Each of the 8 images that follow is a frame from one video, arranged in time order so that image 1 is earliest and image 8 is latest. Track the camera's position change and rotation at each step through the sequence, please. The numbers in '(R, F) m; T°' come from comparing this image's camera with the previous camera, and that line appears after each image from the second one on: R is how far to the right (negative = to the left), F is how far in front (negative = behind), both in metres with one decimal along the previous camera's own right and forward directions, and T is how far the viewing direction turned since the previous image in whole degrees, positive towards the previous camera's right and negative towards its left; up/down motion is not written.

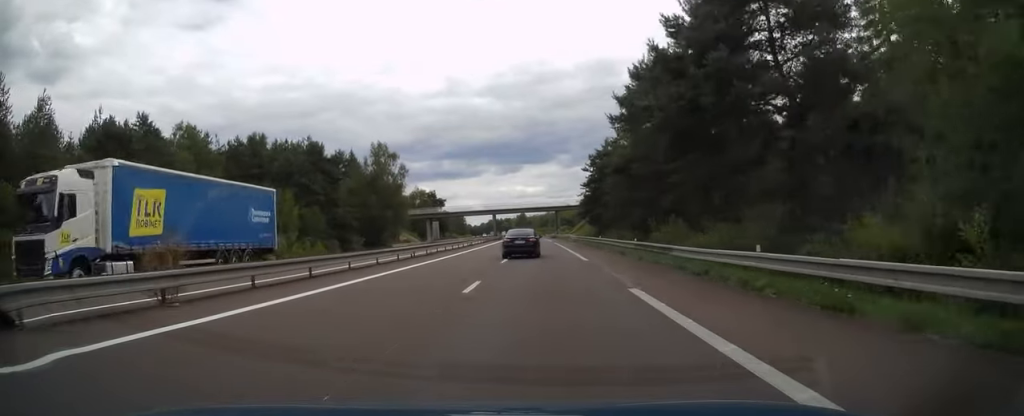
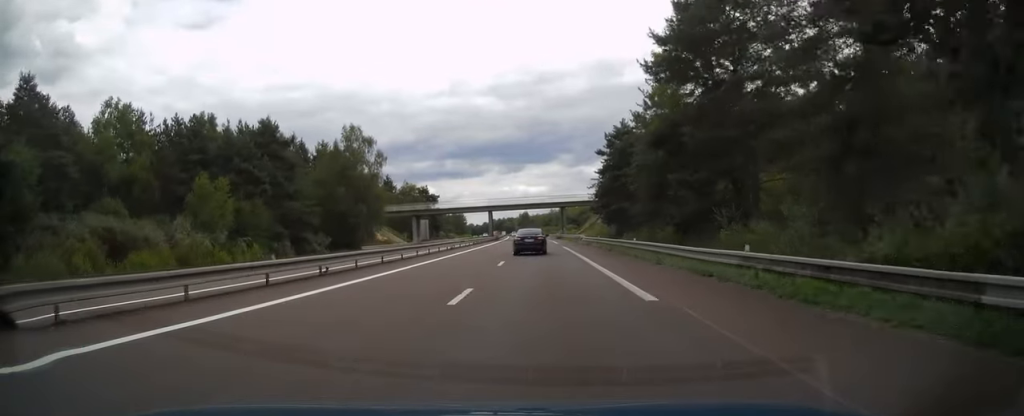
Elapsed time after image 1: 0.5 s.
(0.0, +15.2) m; -1°
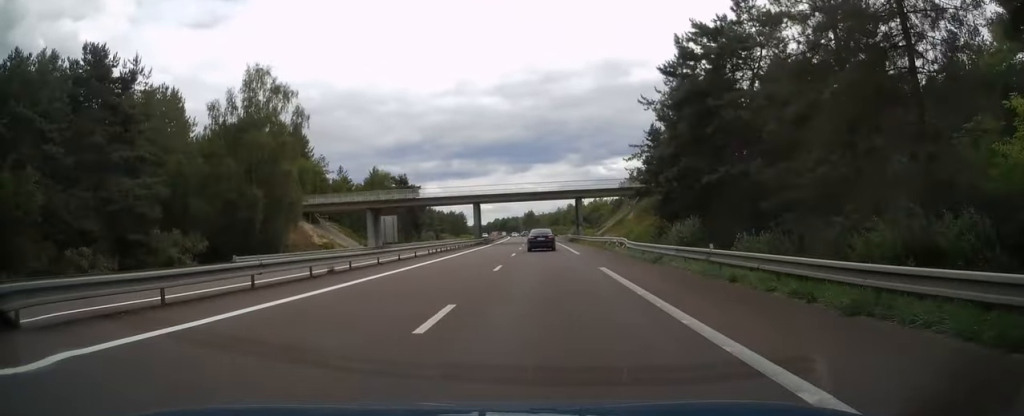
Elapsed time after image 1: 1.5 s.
(-0.3, +28.9) m; -1°
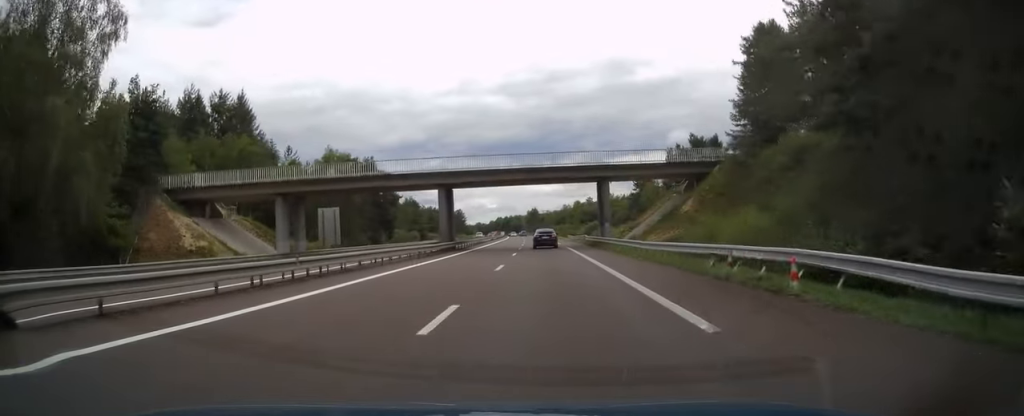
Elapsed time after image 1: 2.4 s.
(-0.1, +25.9) m; 0°
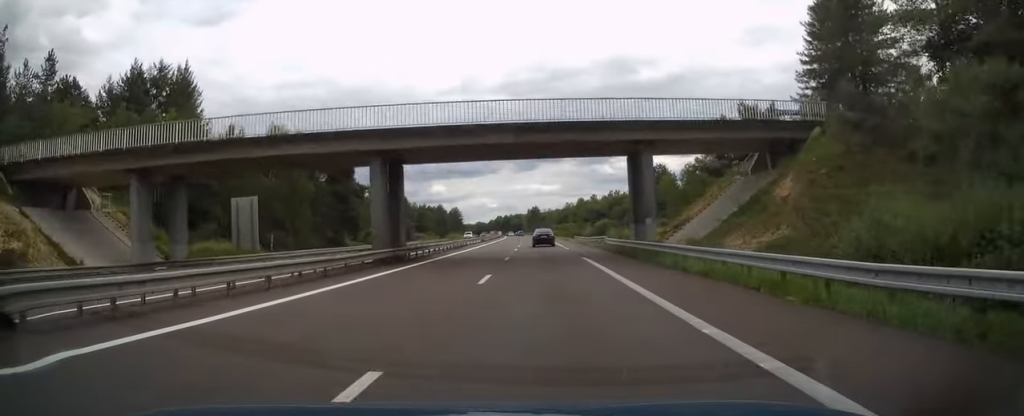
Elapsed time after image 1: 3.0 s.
(+0.1, +18.2) m; 0°
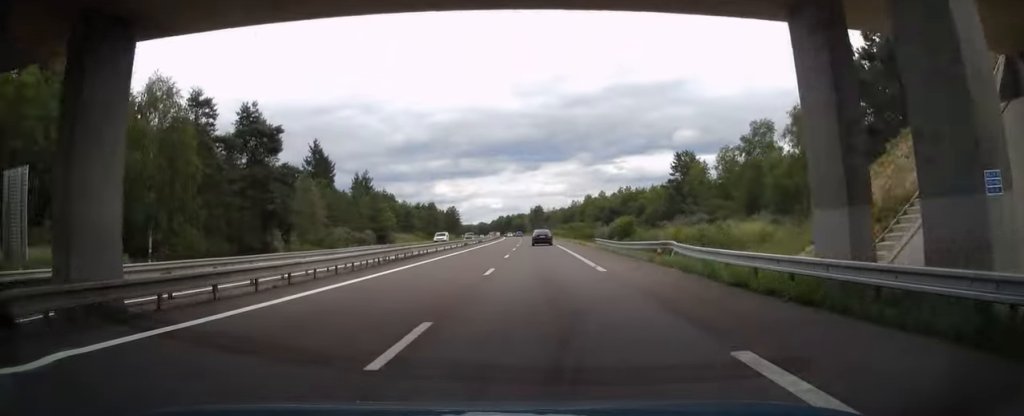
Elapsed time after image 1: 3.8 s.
(-0.2, +22.6) m; -1°
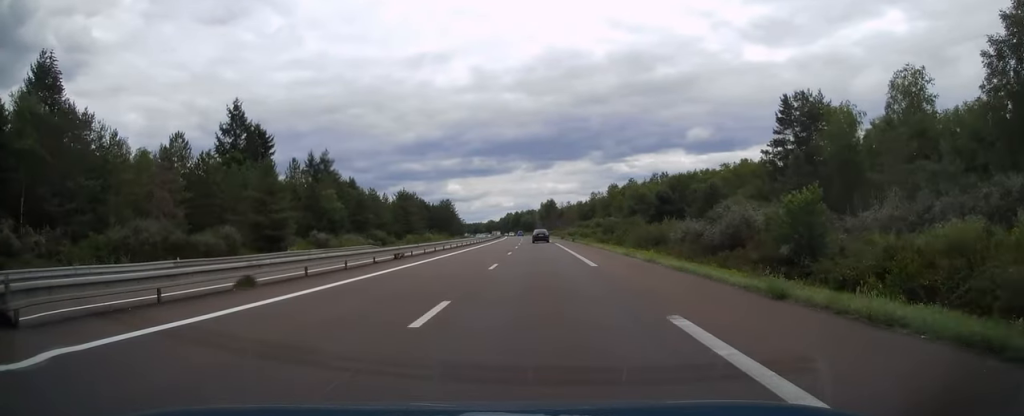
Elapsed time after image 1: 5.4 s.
(-0.4, +49.2) m; -1°
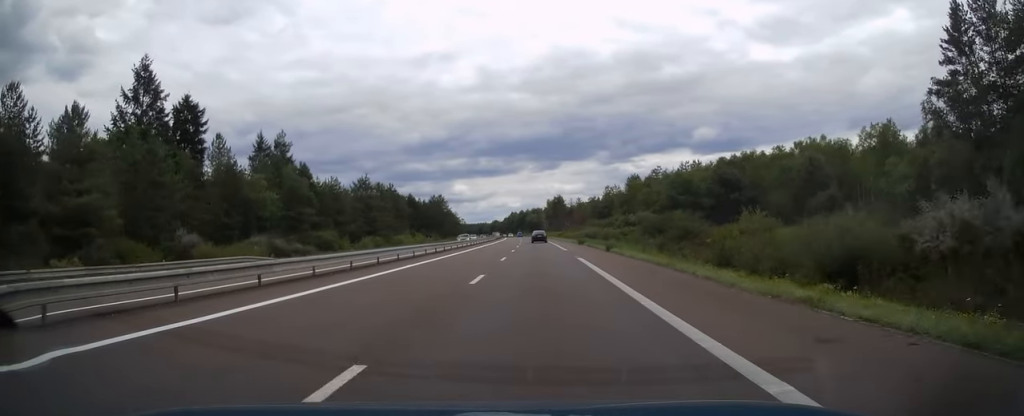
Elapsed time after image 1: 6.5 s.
(-0.1, +31.5) m; 0°
